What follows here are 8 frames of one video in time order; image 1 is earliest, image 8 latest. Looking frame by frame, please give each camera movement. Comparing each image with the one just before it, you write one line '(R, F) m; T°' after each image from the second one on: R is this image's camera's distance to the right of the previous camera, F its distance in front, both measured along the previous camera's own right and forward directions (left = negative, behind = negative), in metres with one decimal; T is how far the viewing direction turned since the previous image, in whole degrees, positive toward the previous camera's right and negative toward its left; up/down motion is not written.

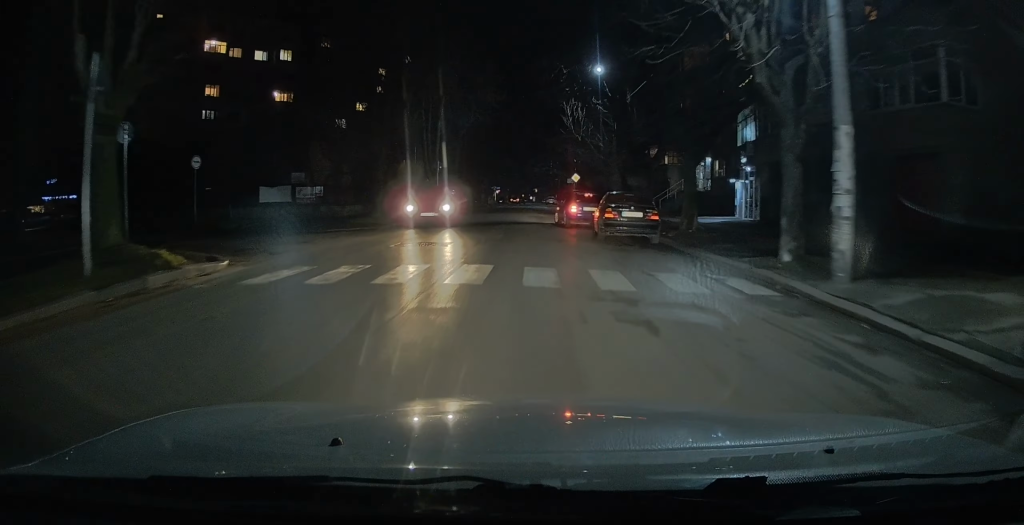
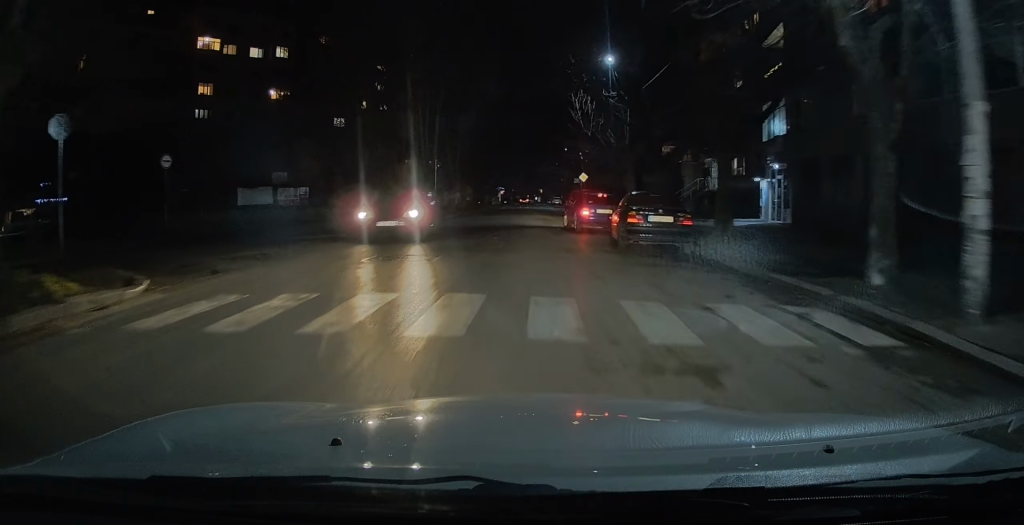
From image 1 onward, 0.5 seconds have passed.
(-0.1, +3.1) m; -2°
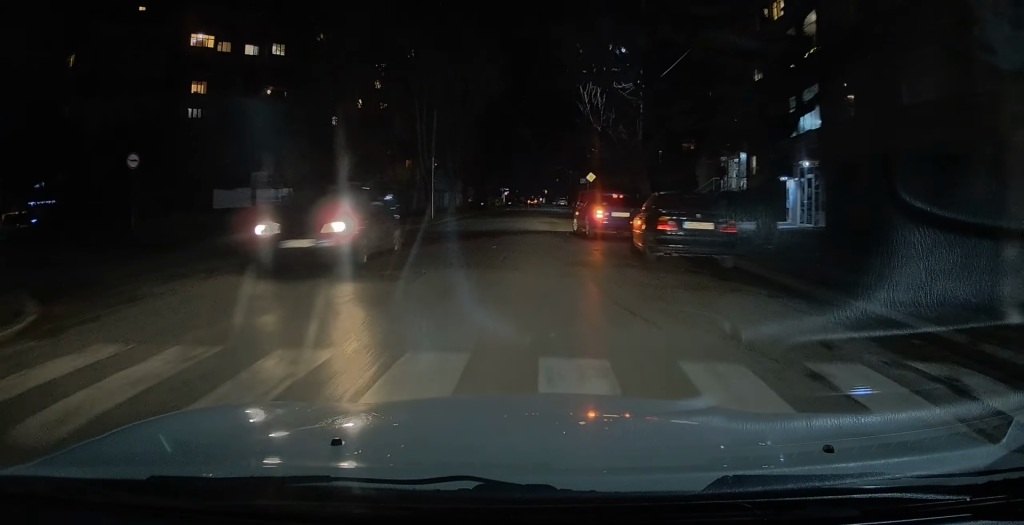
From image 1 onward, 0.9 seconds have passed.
(-0.1, +2.7) m; -2°
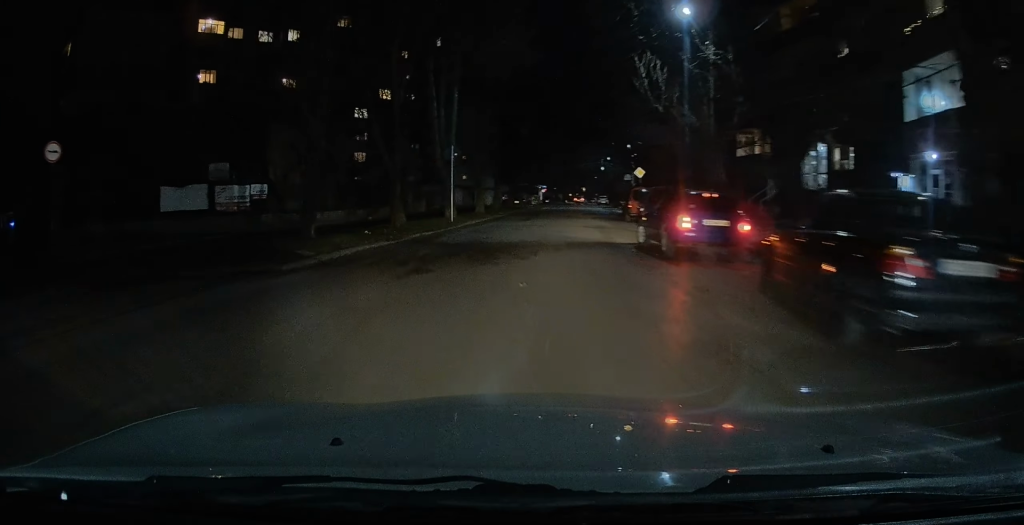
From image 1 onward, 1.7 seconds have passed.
(-0.1, +6.3) m; -1°
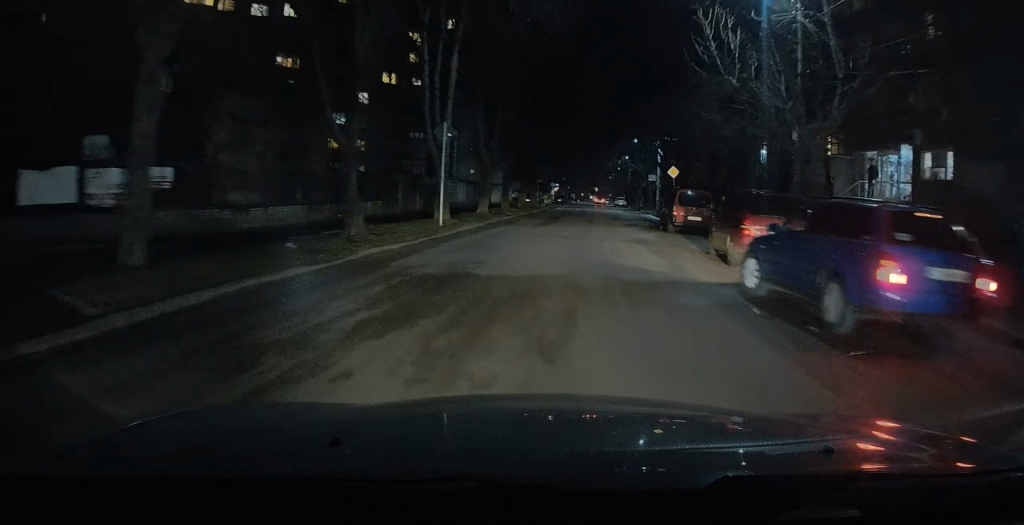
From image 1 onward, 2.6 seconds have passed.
(0.0, +6.9) m; 0°
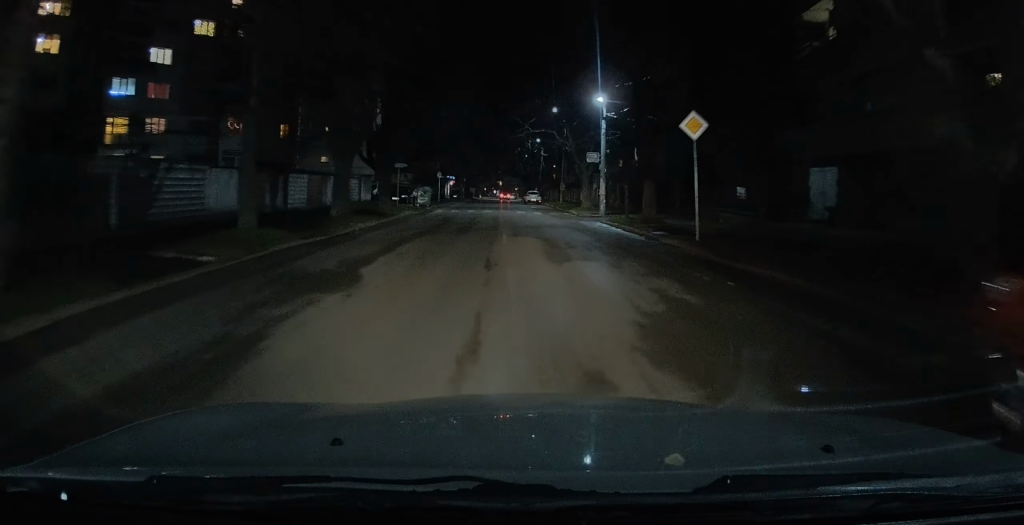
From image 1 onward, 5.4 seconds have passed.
(+1.3, +25.1) m; +7°
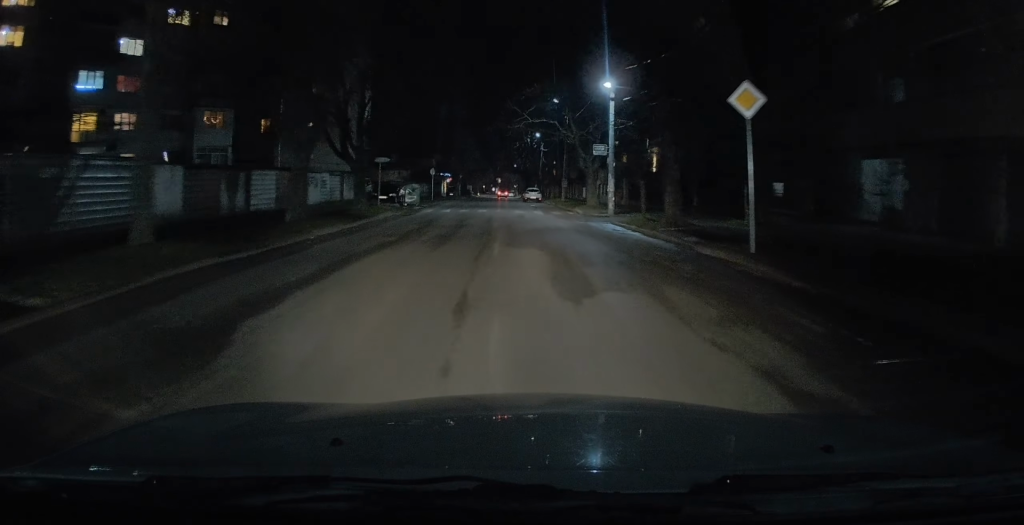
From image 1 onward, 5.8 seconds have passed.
(0.0, +4.1) m; 0°
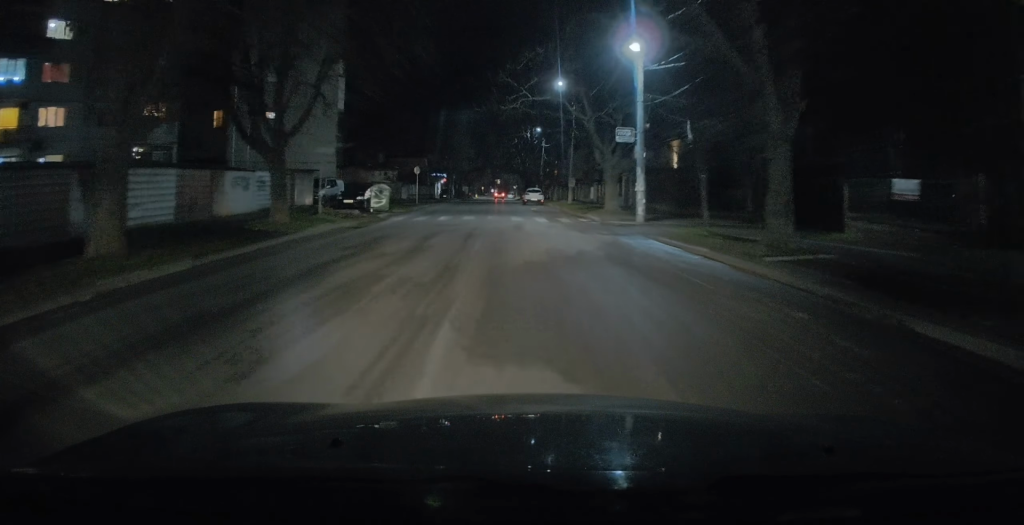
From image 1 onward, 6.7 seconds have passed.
(0.0, +8.5) m; -1°
